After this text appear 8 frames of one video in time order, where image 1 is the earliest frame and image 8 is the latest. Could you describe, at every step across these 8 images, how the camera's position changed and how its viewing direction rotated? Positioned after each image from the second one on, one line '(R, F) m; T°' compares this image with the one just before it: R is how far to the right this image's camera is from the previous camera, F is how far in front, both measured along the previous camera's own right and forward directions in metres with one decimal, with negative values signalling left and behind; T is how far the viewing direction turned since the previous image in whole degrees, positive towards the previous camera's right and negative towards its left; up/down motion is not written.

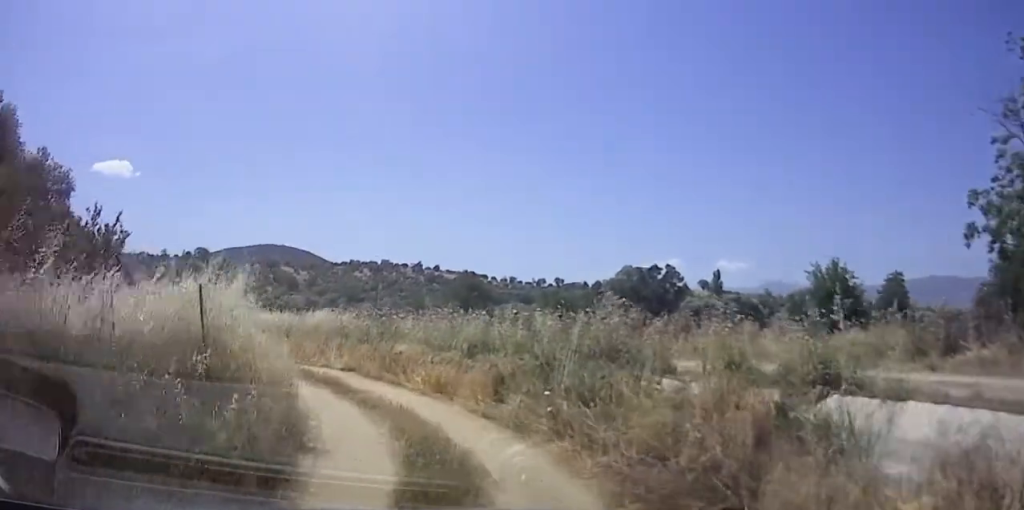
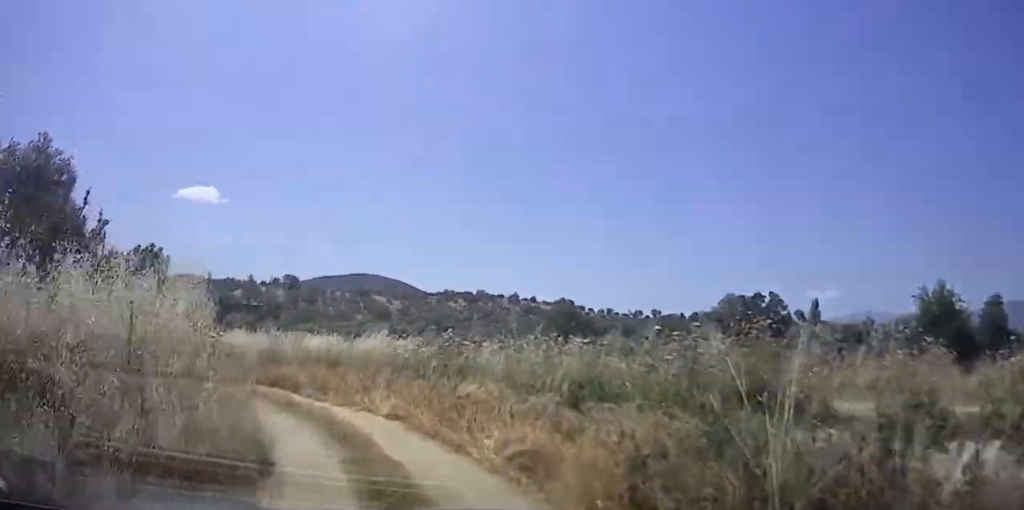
(0.0, +4.1) m; -4°
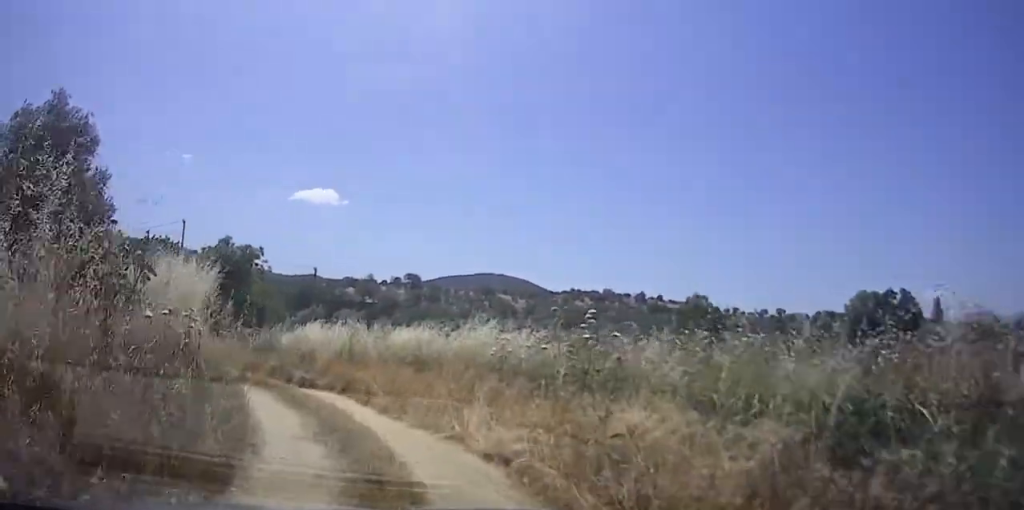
(-0.3, +3.7) m; -10°
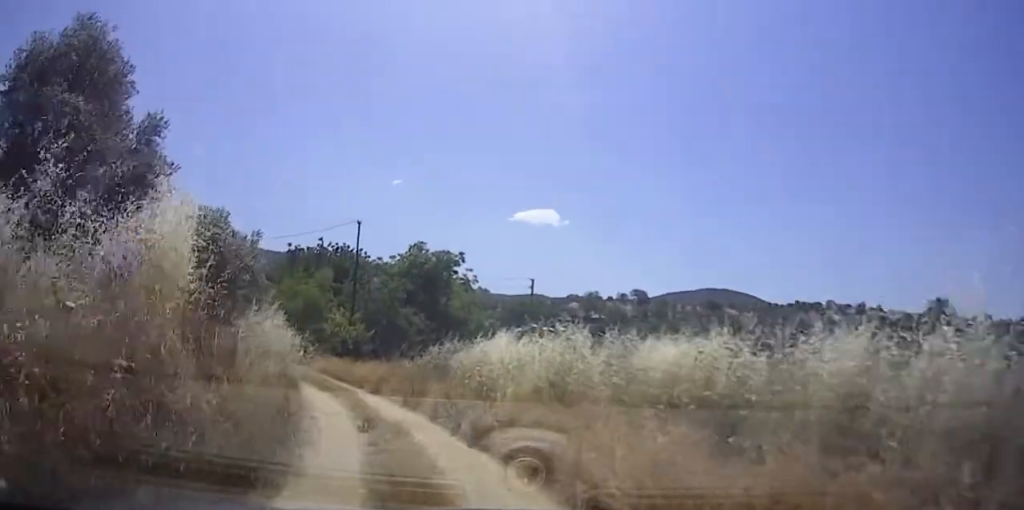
(-1.0, +6.0) m; -20°
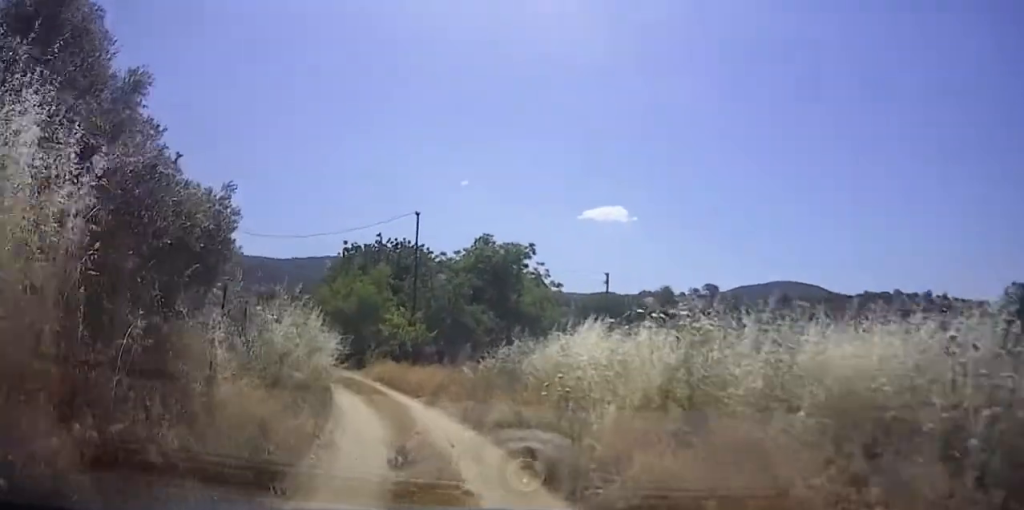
(-0.2, +2.5) m; -9°
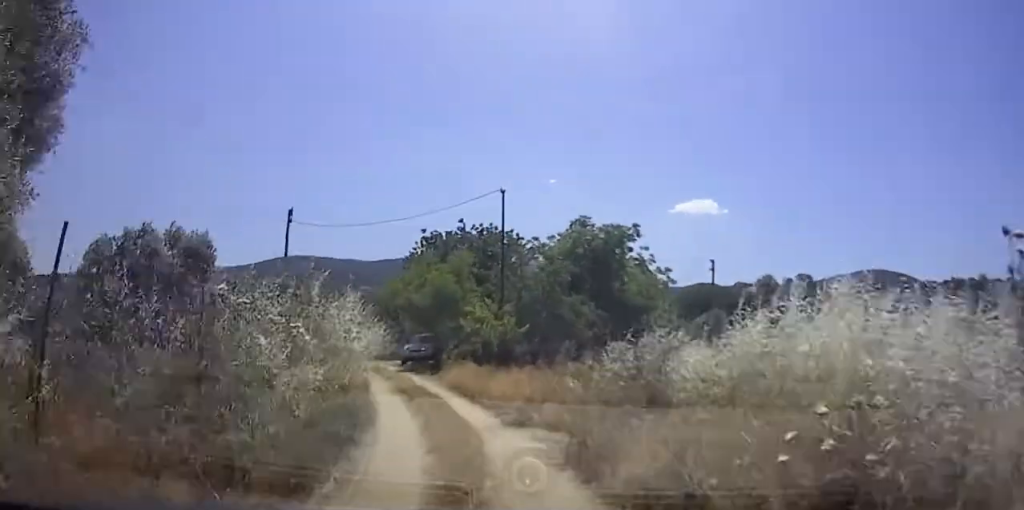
(-0.3, +3.7) m; -14°
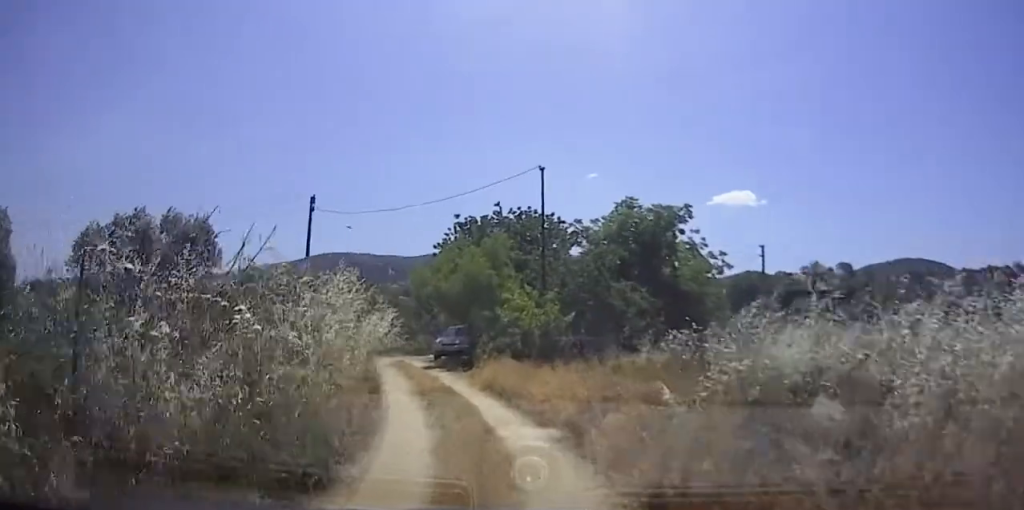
(-0.4, +2.3) m; -1°
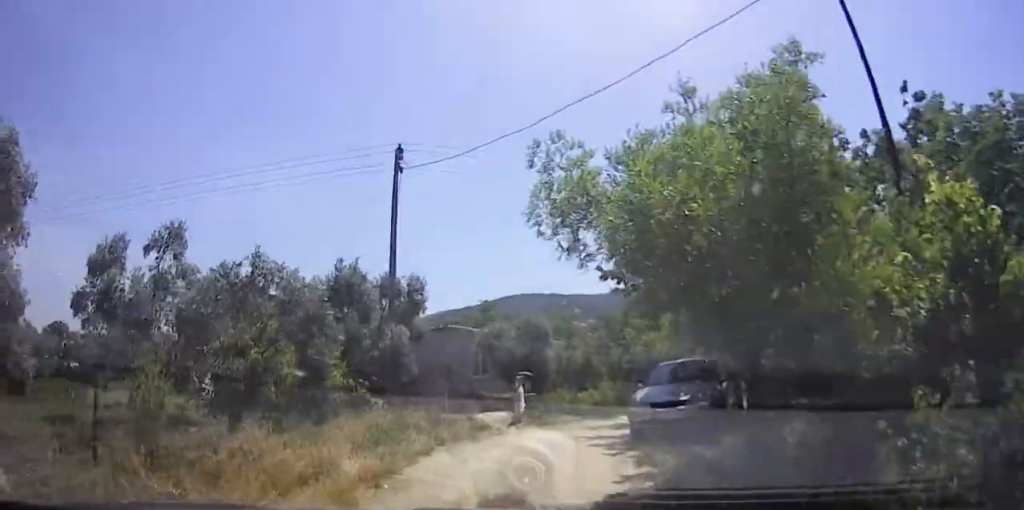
(-2.2, +12.7) m; -25°
